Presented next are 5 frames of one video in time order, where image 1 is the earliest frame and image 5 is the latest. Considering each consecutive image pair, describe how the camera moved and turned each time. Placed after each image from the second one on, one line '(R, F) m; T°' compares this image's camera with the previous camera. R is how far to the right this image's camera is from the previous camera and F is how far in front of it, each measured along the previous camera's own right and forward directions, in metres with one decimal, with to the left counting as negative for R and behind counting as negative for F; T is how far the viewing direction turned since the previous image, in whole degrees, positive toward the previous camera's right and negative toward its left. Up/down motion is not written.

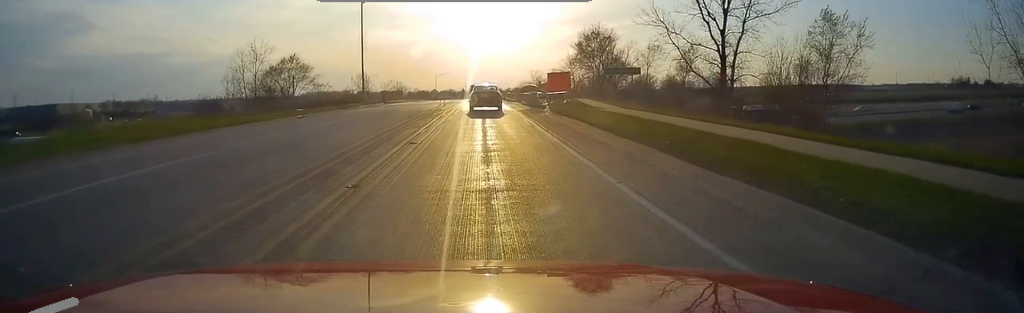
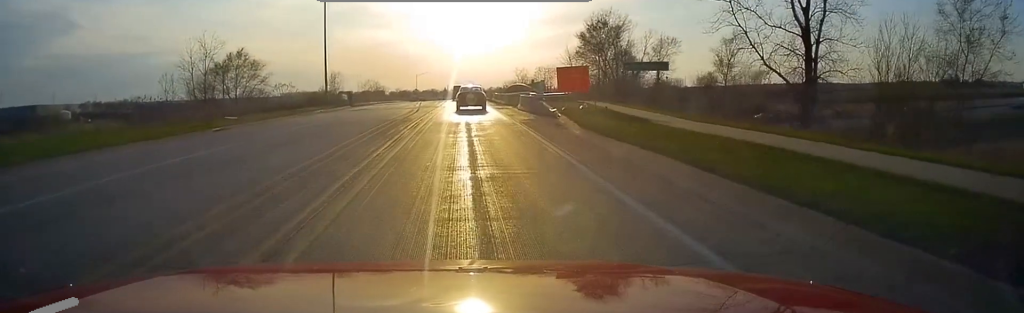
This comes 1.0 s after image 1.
(+0.5, +11.1) m; +3°
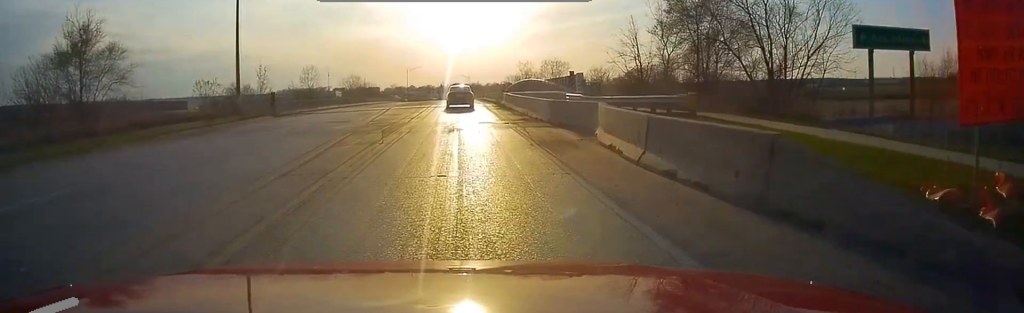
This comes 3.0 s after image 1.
(-1.2, +24.0) m; -6°
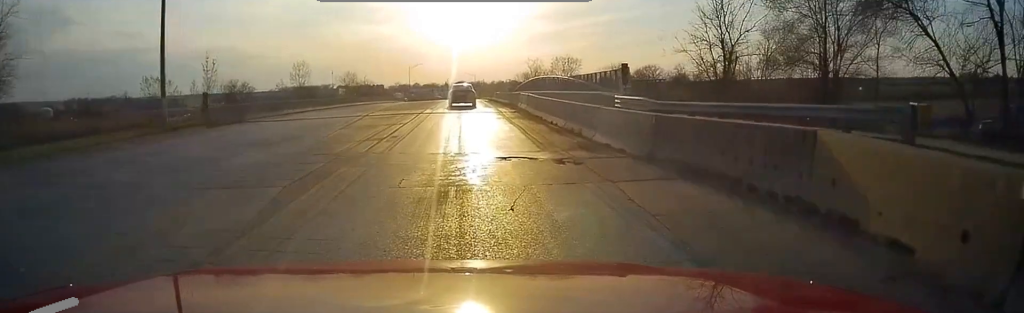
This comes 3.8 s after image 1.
(-0.1, +11.2) m; +1°
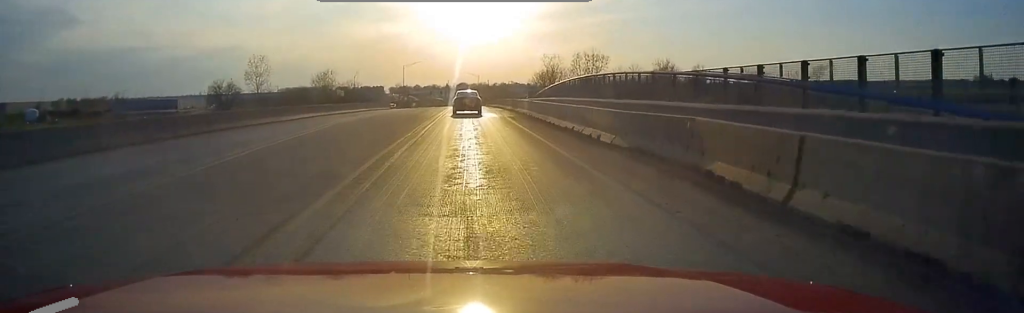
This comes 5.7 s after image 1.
(+0.2, +27.5) m; 0°
